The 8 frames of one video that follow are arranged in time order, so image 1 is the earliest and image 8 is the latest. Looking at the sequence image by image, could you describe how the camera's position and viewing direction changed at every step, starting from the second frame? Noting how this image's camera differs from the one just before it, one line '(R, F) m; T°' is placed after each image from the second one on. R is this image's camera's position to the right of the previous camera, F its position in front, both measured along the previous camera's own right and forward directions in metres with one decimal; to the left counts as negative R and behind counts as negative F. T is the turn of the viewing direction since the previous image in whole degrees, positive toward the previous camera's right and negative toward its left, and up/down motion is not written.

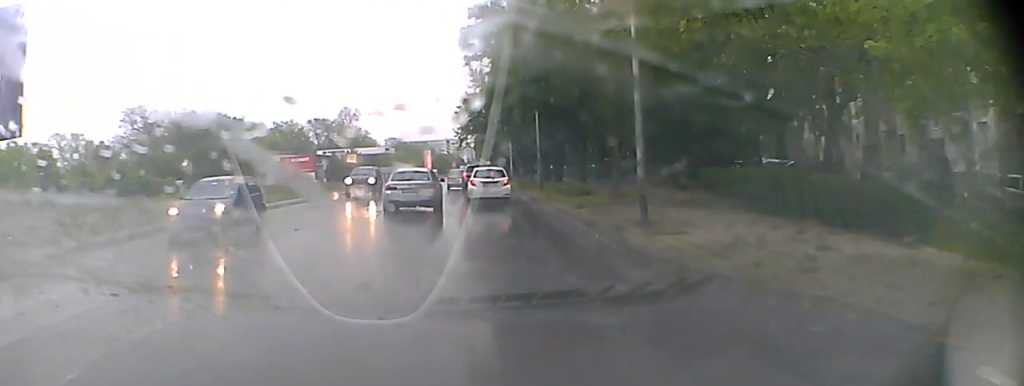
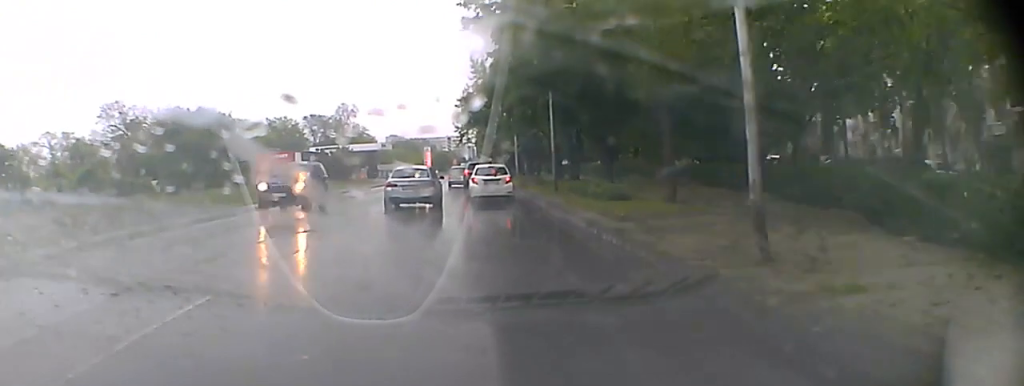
(0.0, +7.2) m; 0°
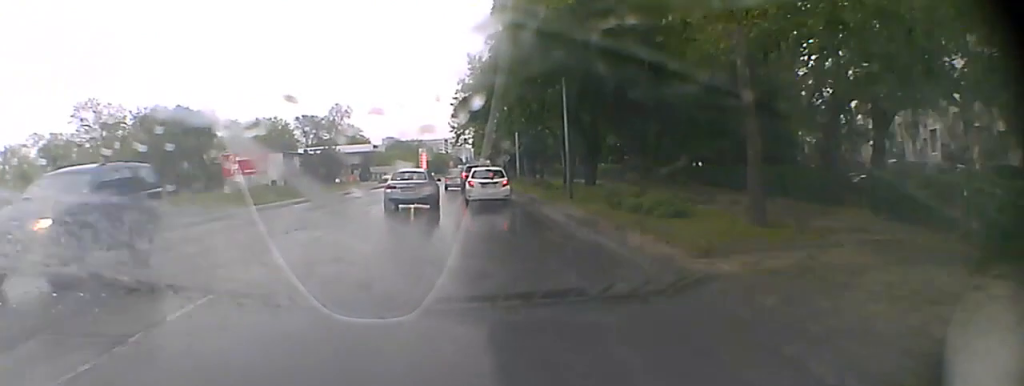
(0.0, +5.8) m; 0°
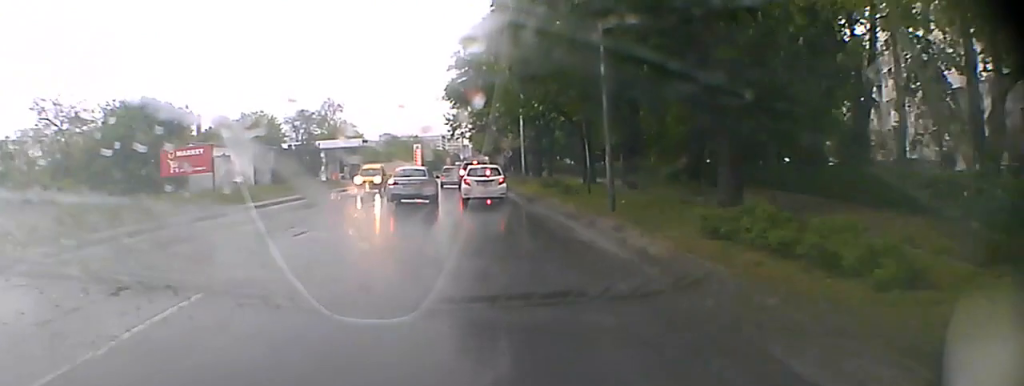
(+0.1, +8.0) m; +1°
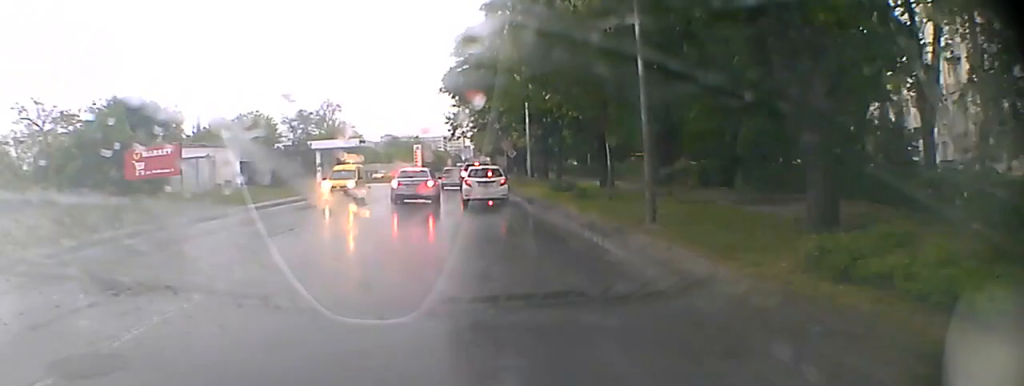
(0.0, +3.6) m; 0°
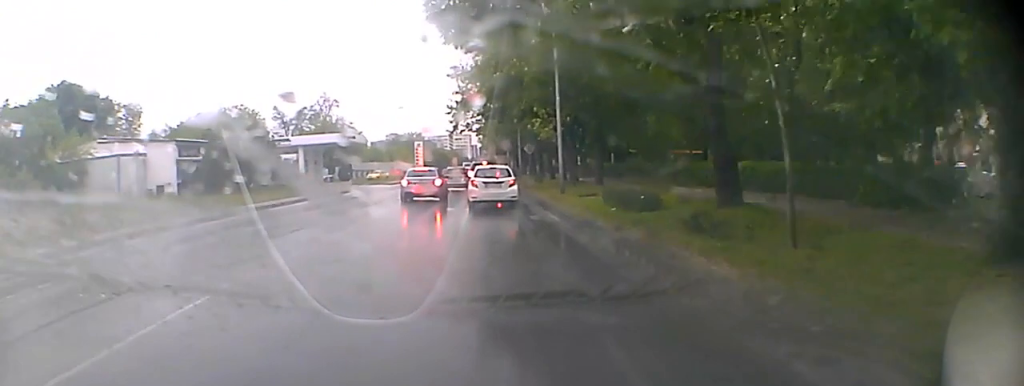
(+0.1, +11.7) m; +1°
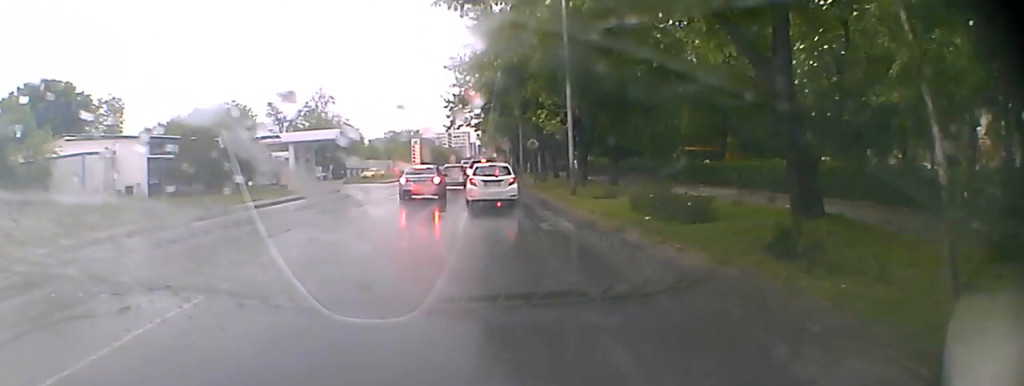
(0.0, +3.3) m; +1°
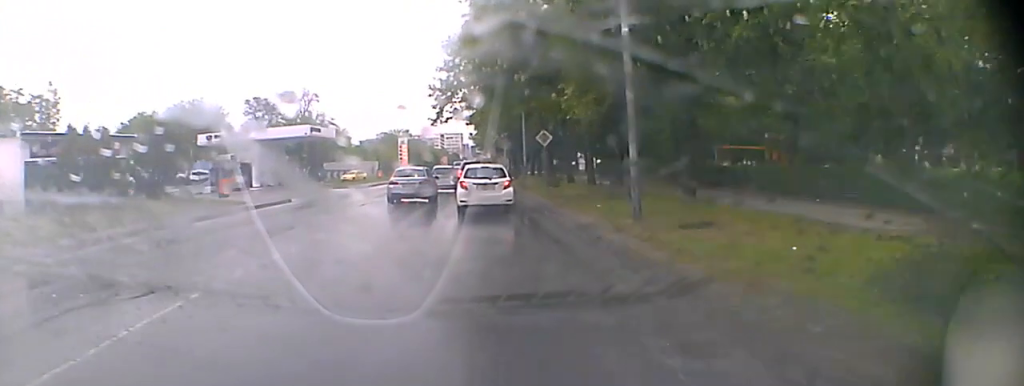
(+0.1, +9.8) m; +1°
